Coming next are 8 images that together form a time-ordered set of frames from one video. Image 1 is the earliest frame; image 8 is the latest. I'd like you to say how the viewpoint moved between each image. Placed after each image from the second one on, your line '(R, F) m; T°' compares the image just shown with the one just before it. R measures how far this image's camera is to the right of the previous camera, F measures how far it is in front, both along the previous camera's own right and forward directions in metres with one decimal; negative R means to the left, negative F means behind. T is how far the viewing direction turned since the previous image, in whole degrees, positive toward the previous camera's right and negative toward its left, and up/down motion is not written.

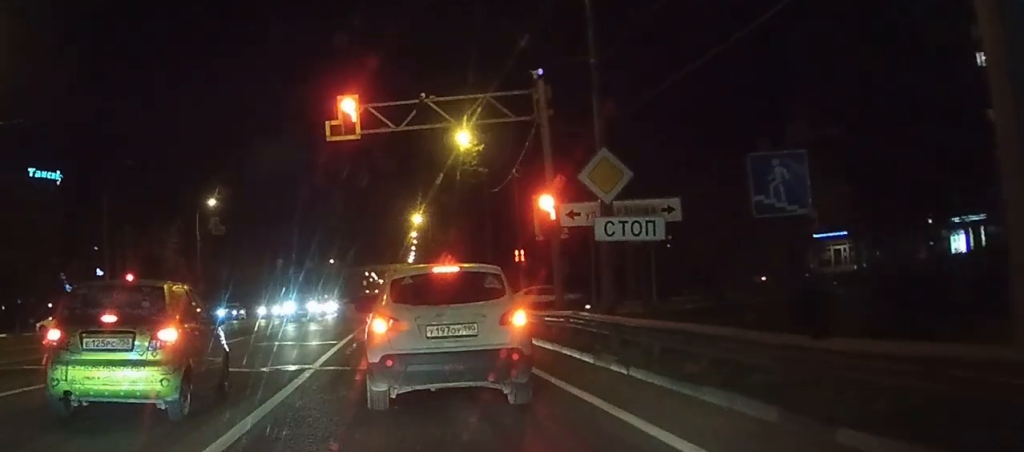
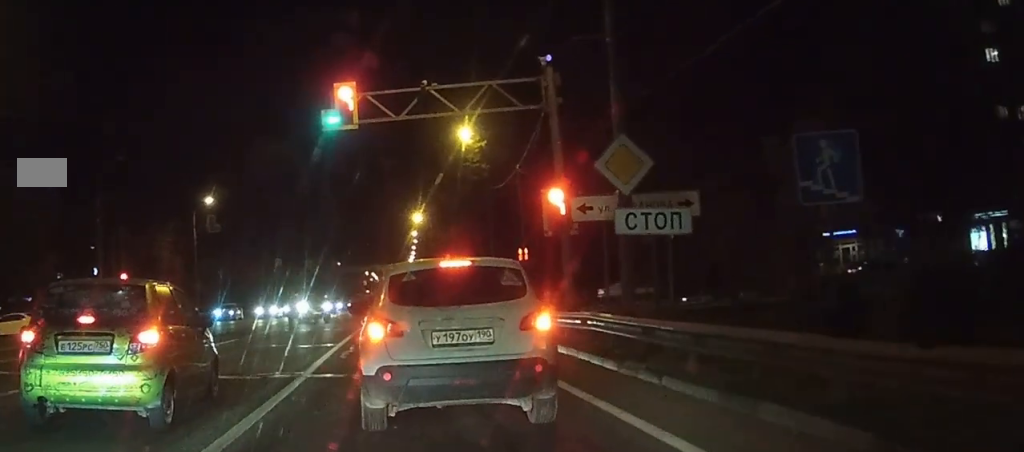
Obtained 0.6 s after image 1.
(0.0, +1.4) m; 0°
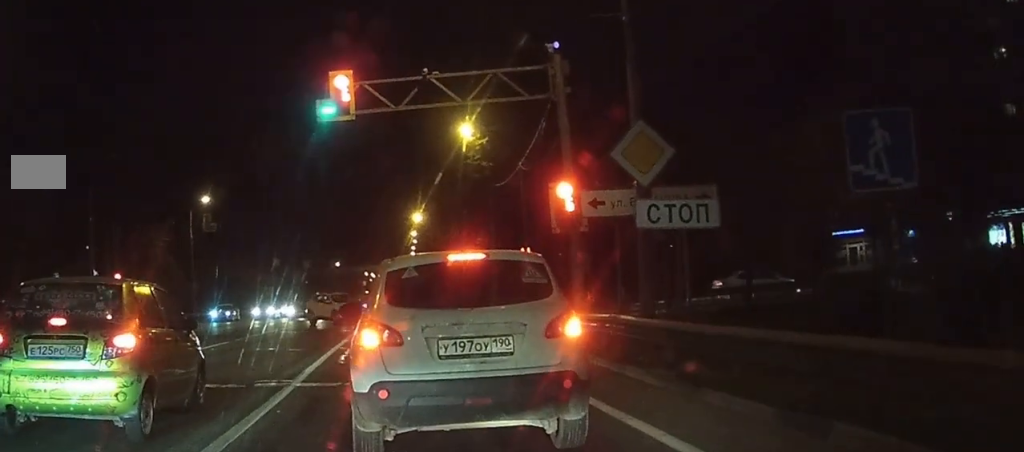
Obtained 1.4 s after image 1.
(0.0, +1.4) m; 0°
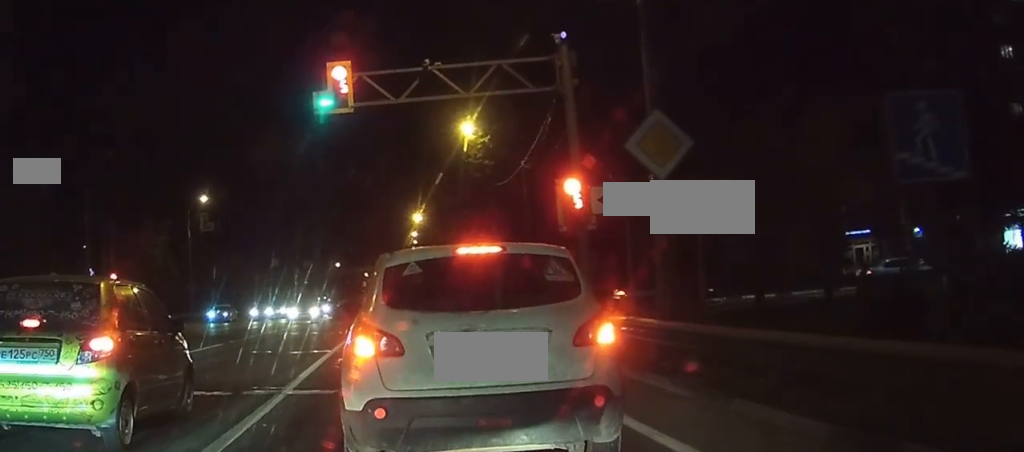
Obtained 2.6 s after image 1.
(+0.1, +1.2) m; 0°
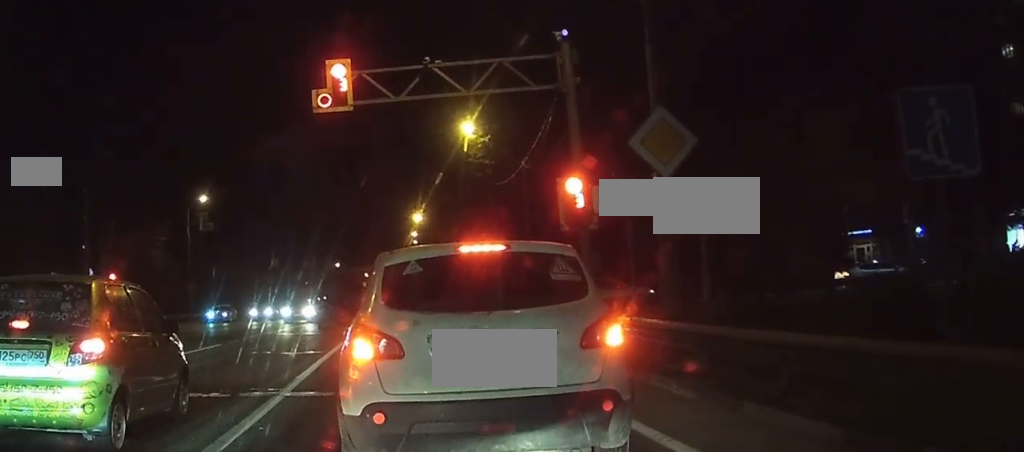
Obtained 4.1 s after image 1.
(+0.1, +0.4) m; 0°
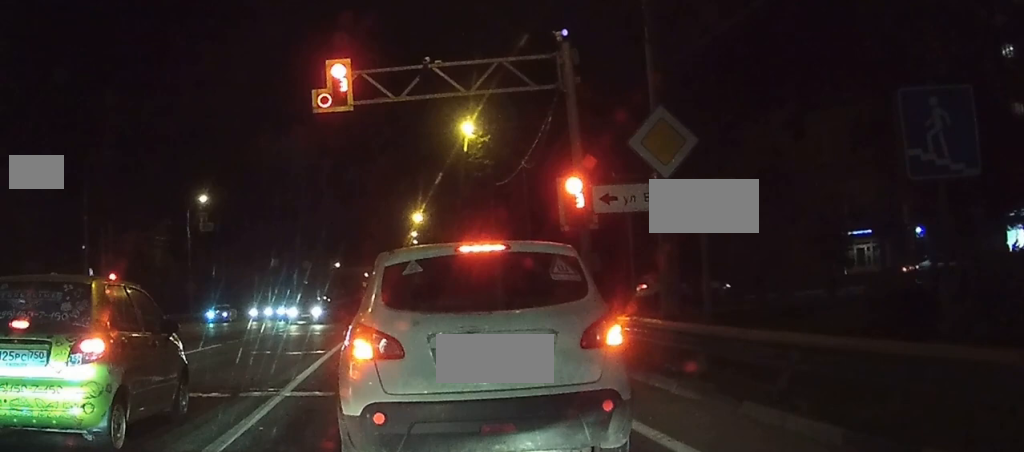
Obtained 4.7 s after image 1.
(0.0, 0.0) m; 0°
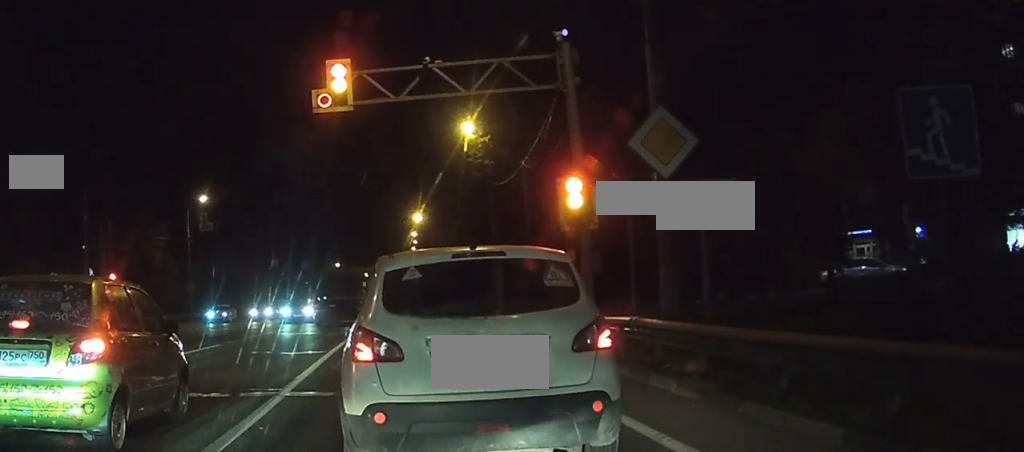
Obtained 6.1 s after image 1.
(0.0, 0.0) m; 0°
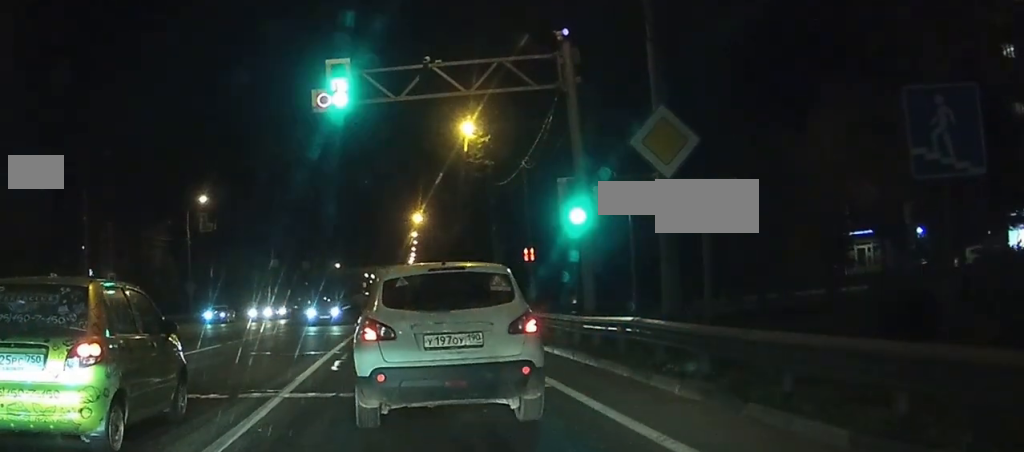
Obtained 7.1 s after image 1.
(+0.1, +0.2) m; 0°
